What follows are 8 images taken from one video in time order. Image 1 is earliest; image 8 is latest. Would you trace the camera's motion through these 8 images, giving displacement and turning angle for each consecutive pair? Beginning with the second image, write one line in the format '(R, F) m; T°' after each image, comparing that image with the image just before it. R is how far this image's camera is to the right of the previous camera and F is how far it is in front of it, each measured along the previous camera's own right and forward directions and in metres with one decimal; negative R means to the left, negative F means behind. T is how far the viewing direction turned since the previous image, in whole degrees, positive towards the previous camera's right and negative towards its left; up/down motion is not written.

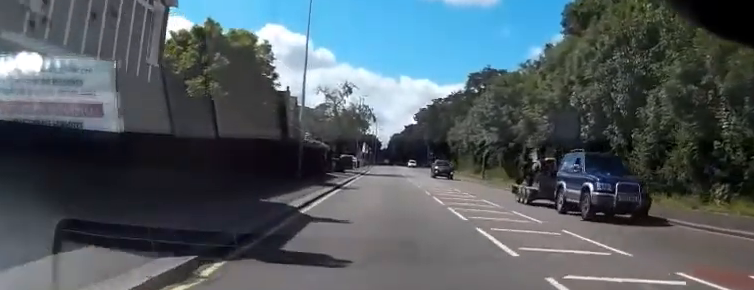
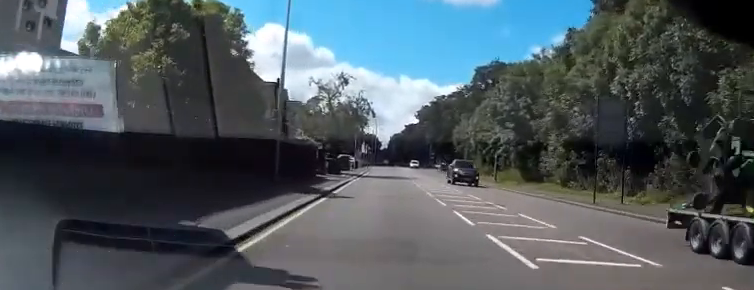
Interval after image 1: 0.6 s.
(-0.1, +6.8) m; 0°
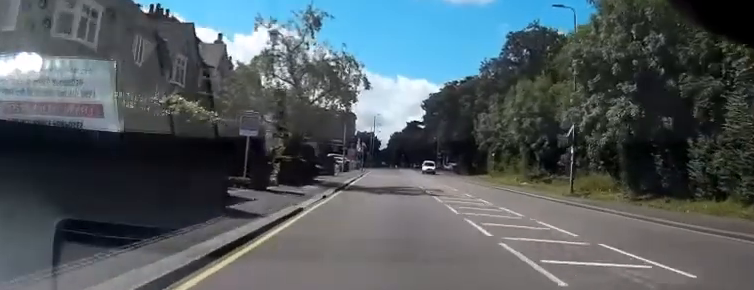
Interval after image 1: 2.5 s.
(0.0, +22.9) m; 0°
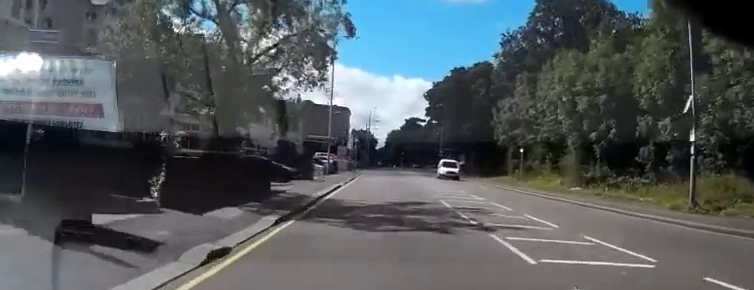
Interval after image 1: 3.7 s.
(0.0, +13.4) m; 0°
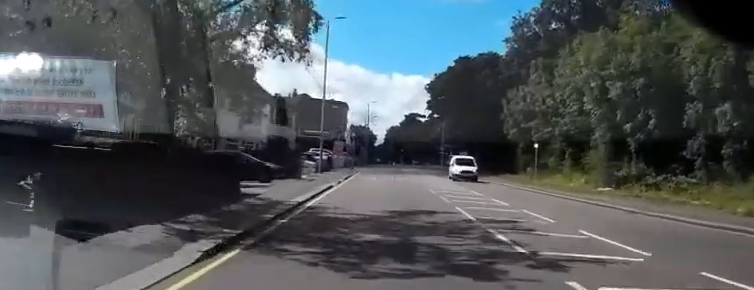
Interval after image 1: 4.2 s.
(0.0, +4.8) m; 0°
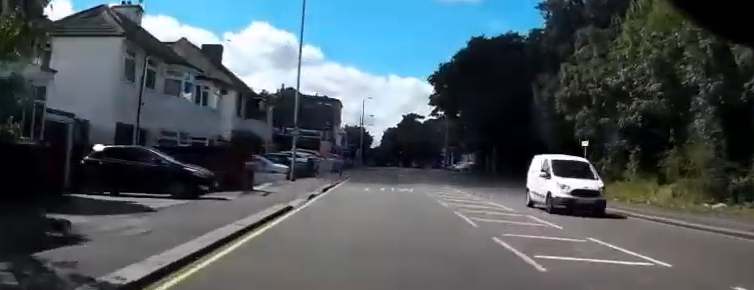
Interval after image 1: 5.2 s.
(0.0, +10.9) m; 0°
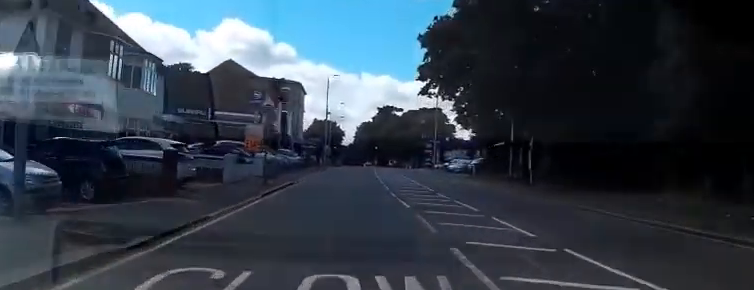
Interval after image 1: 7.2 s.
(0.0, +21.9) m; +2°
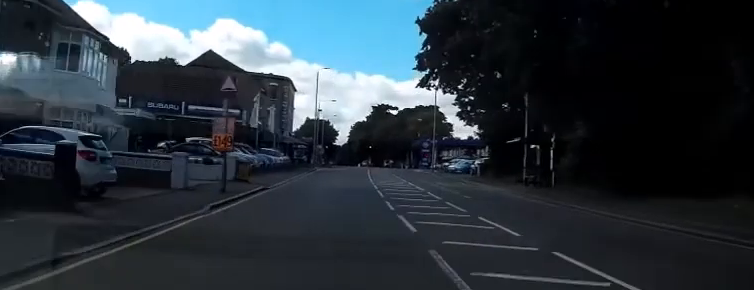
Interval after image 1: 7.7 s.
(+0.1, +5.2) m; +1°
